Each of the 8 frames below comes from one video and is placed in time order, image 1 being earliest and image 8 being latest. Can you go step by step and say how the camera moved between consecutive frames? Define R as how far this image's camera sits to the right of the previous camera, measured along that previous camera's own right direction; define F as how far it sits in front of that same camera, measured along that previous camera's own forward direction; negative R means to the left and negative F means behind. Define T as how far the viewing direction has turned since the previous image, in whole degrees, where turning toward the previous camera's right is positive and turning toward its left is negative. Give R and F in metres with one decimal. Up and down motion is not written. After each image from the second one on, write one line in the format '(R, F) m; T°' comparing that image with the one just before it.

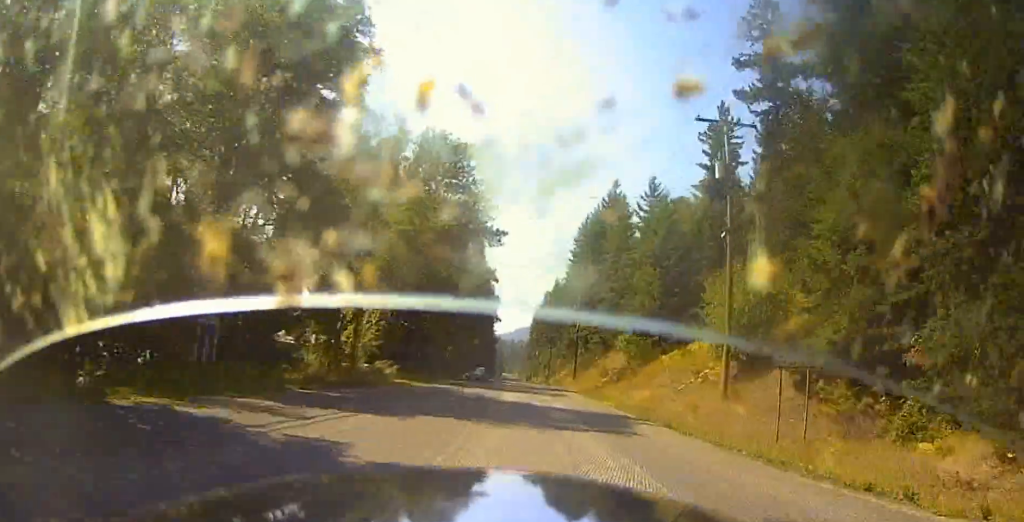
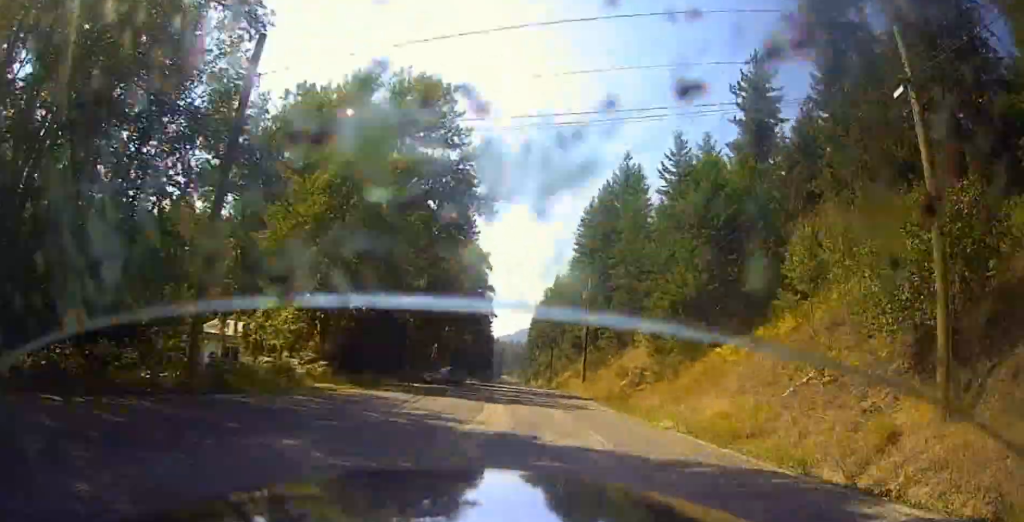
(0.0, +14.5) m; 0°
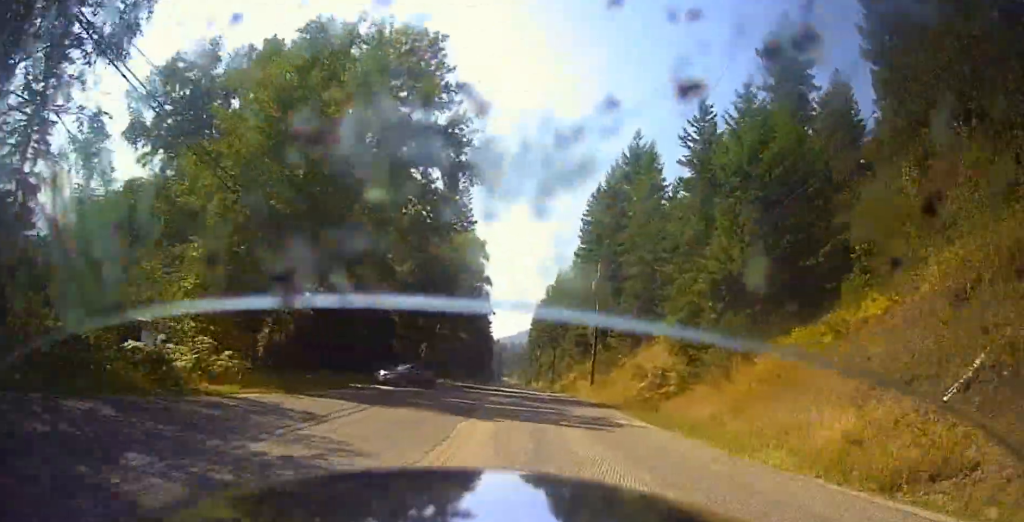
(0.0, +8.9) m; 0°
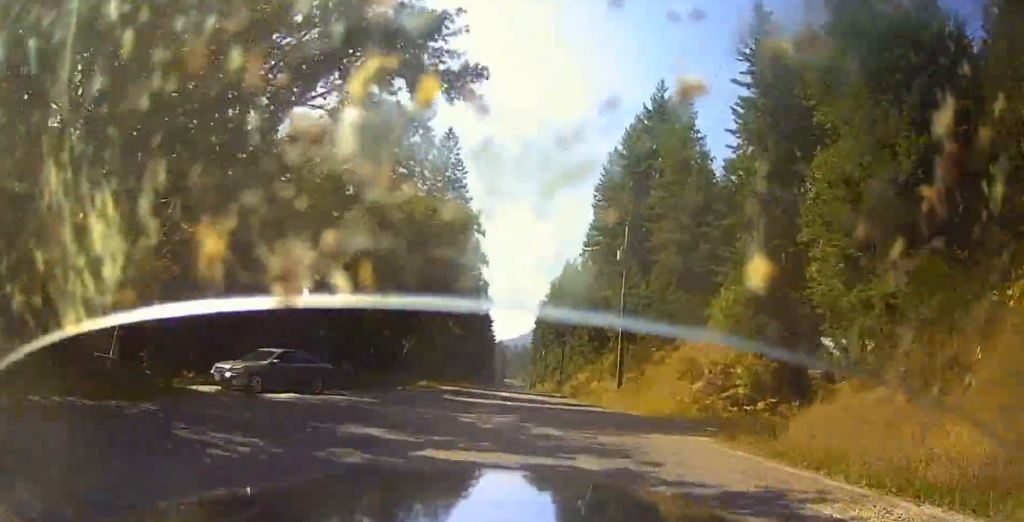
(+0.1, +14.9) m; 0°
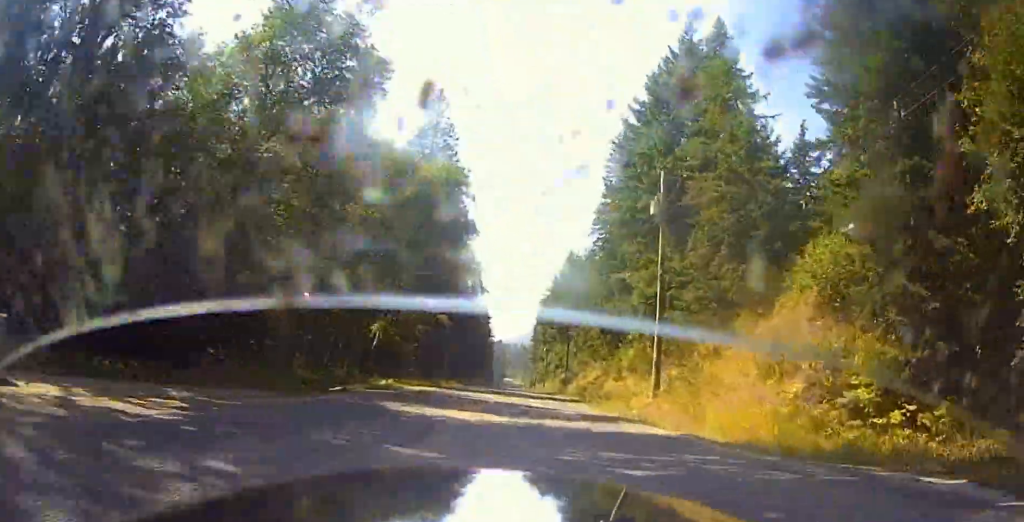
(-0.1, +12.8) m; 0°
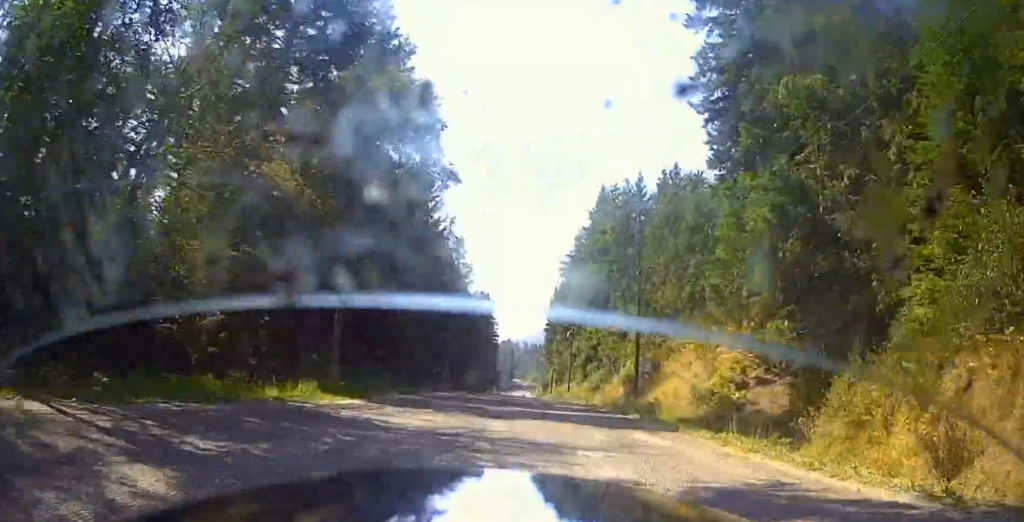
(-0.4, +47.5) m; -1°
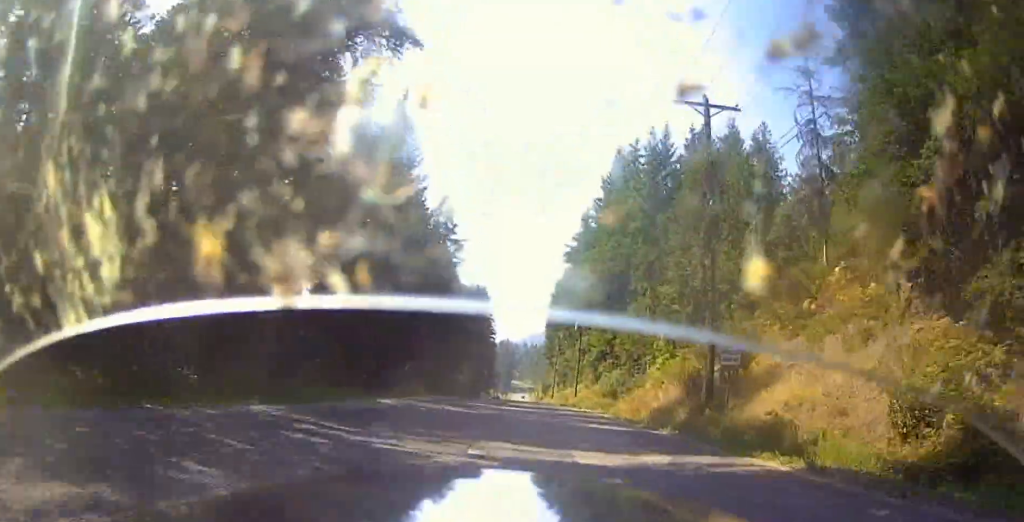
(-0.1, +15.4) m; 0°
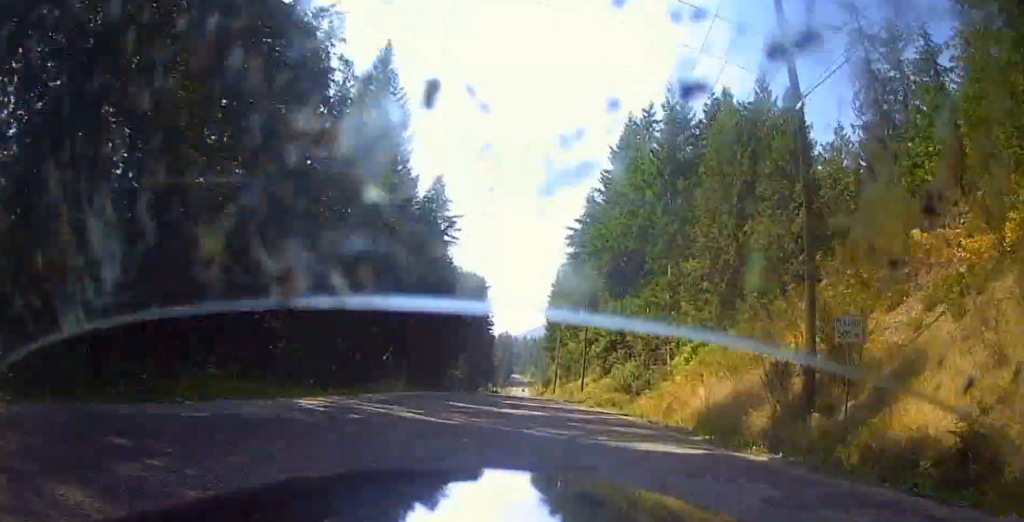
(0.0, +8.4) m; 0°
